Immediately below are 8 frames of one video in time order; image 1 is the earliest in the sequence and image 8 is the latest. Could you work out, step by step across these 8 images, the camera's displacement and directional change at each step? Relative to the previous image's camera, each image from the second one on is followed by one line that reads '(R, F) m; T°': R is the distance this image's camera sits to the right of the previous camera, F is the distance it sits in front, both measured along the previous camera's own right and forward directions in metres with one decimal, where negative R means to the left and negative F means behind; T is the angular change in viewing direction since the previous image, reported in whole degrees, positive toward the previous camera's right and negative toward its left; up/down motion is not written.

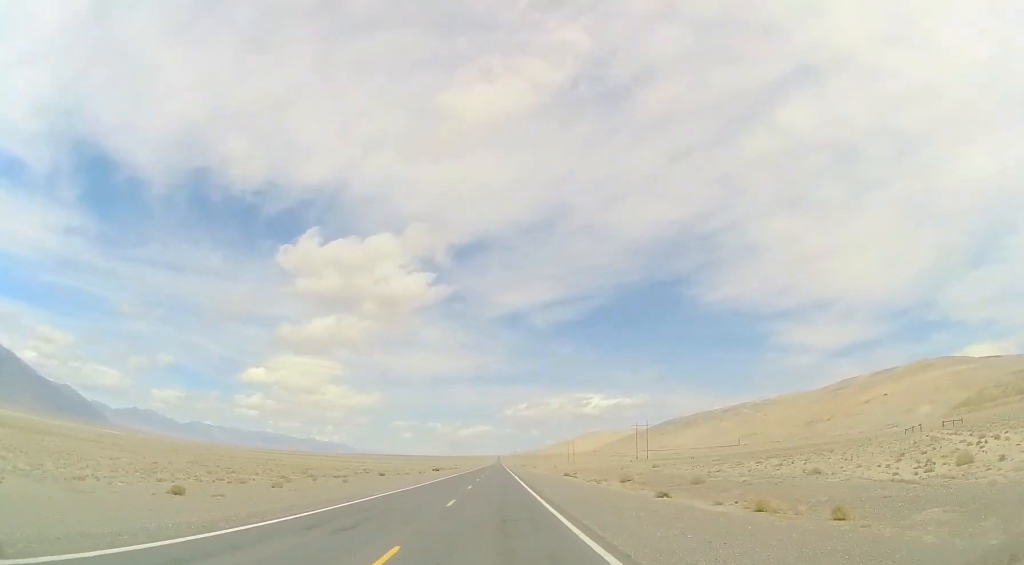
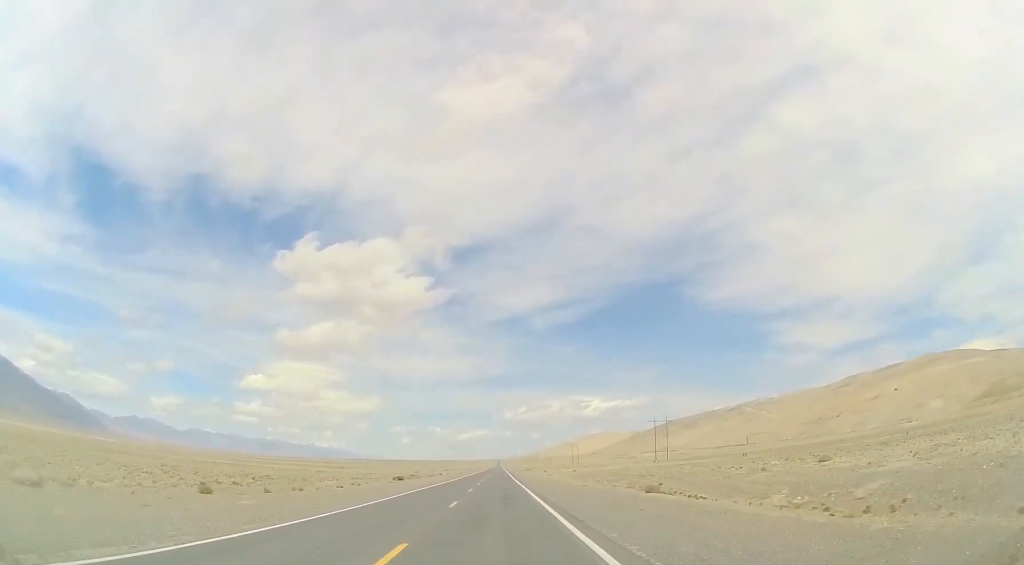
(-0.5, +40.4) m; 0°
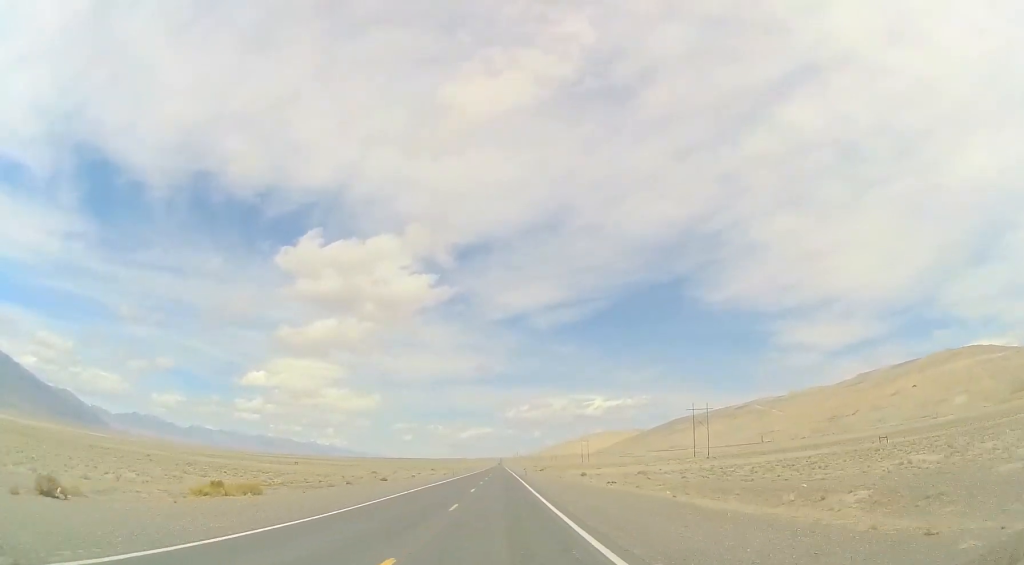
(0.0, +56.2) m; 0°
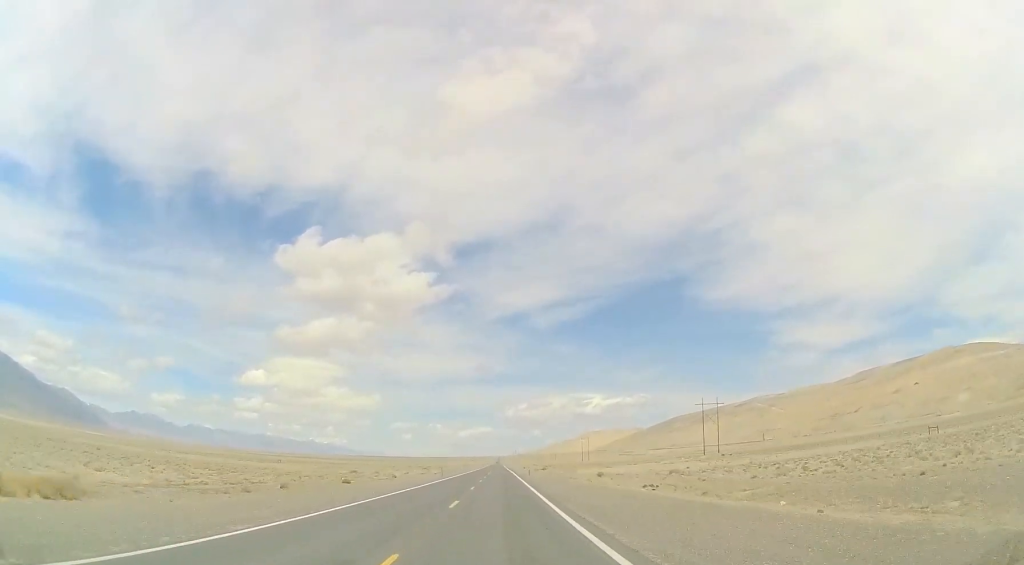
(+0.1, +13.2) m; 0°
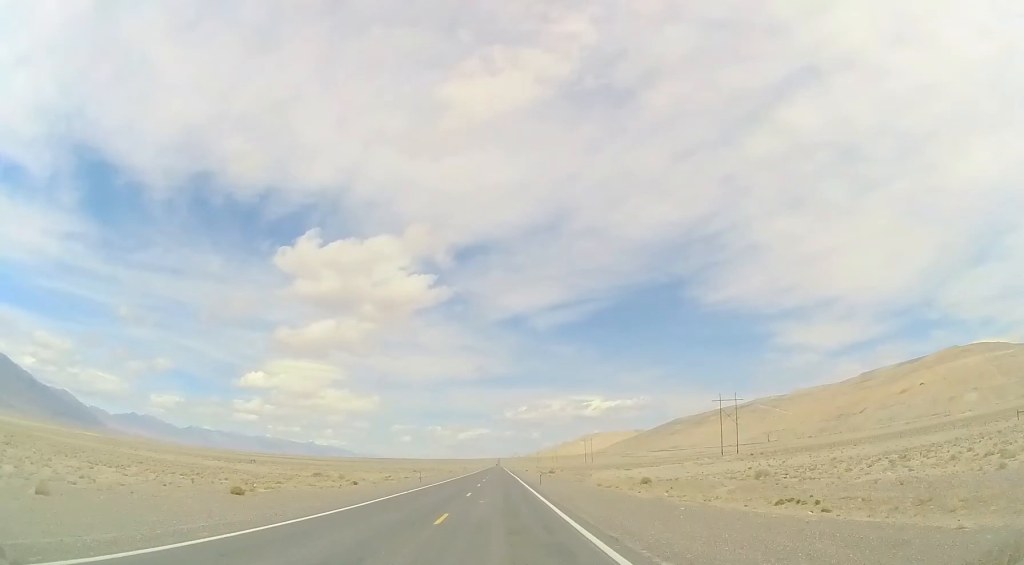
(+0.1, +18.5) m; 0°
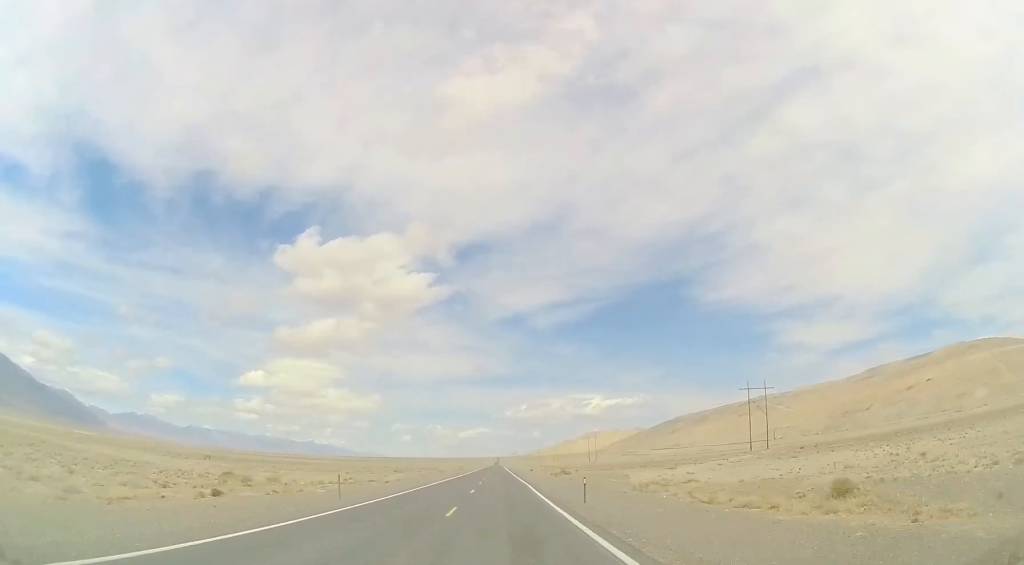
(+0.1, +25.1) m; 0°
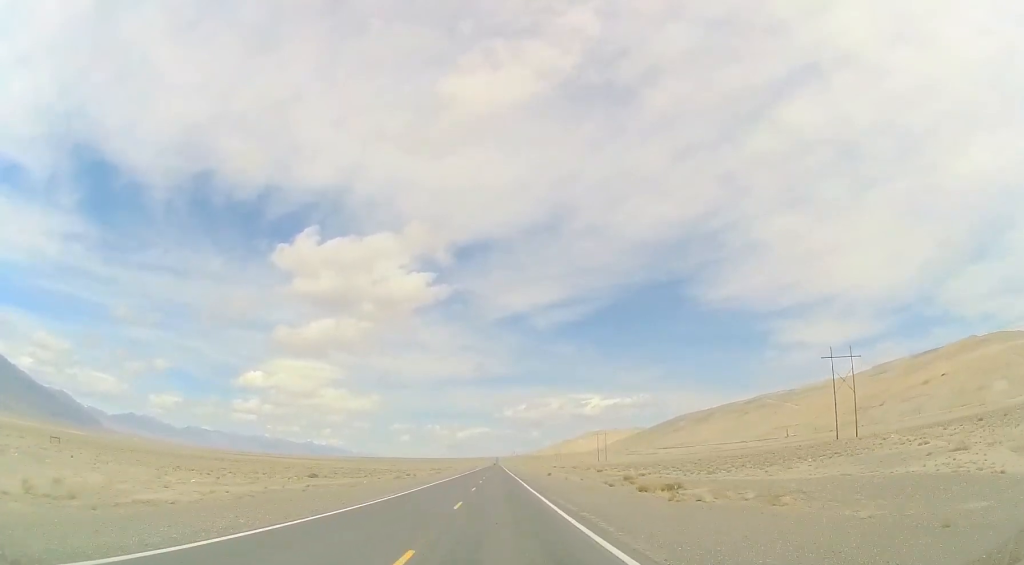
(+0.5, +51.1) m; +1°
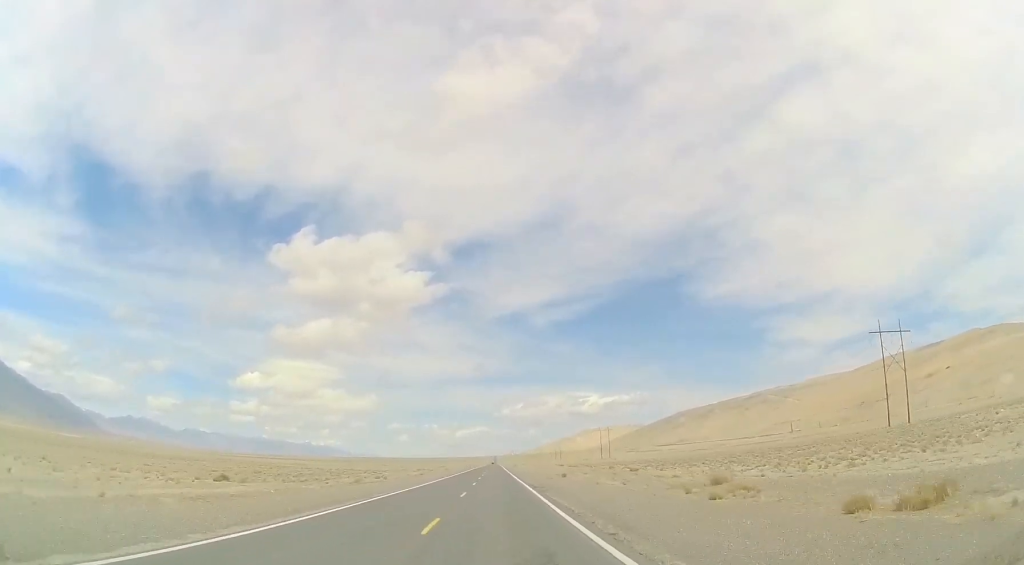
(0.0, +21.7) m; 0°
